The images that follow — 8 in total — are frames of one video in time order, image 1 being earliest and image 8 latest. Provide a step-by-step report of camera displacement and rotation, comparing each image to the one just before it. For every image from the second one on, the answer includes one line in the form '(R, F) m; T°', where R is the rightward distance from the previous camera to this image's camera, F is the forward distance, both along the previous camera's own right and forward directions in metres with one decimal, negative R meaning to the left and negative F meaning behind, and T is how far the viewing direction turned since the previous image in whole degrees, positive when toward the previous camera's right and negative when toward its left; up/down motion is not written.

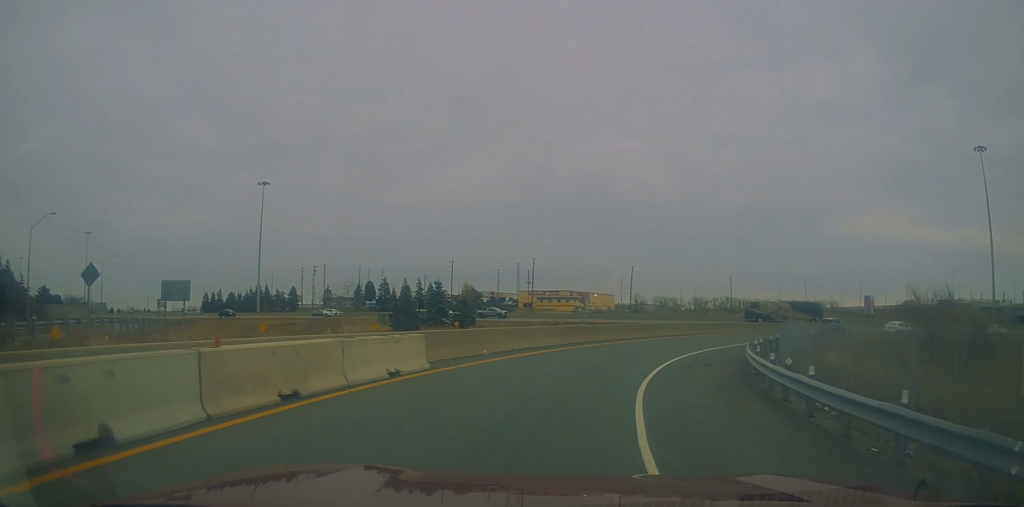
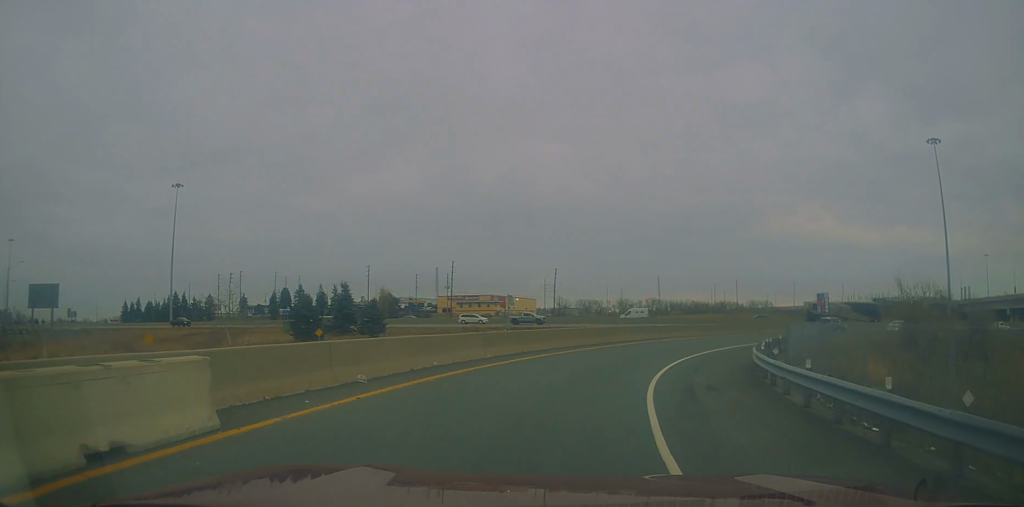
(+0.4, +7.8) m; +8°
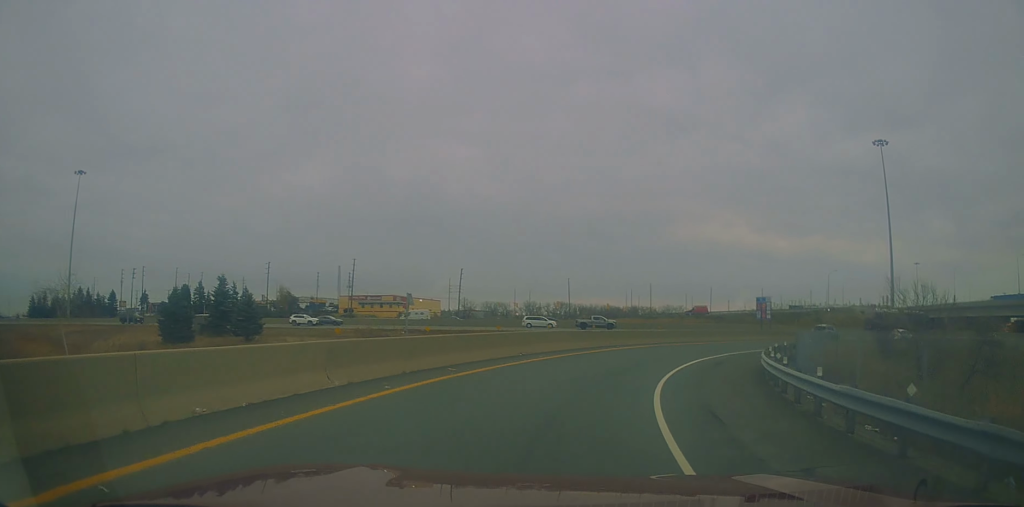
(+0.6, +8.8) m; +10°
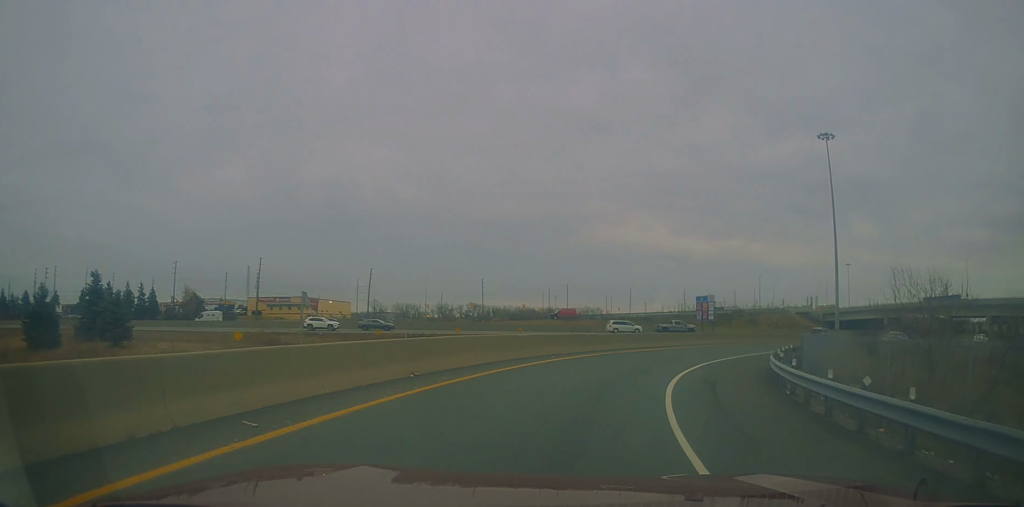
(+0.8, +8.1) m; +10°
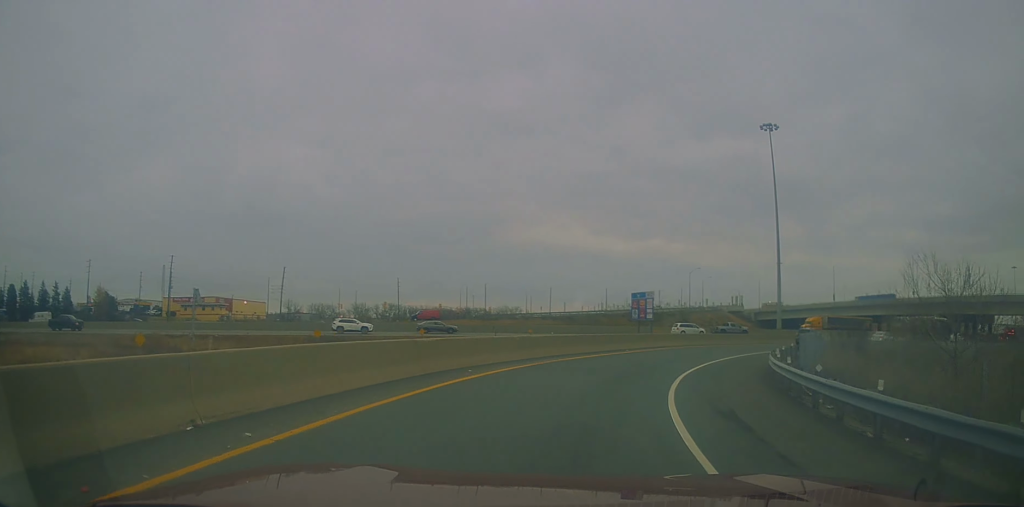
(+0.4, +7.0) m; +7°
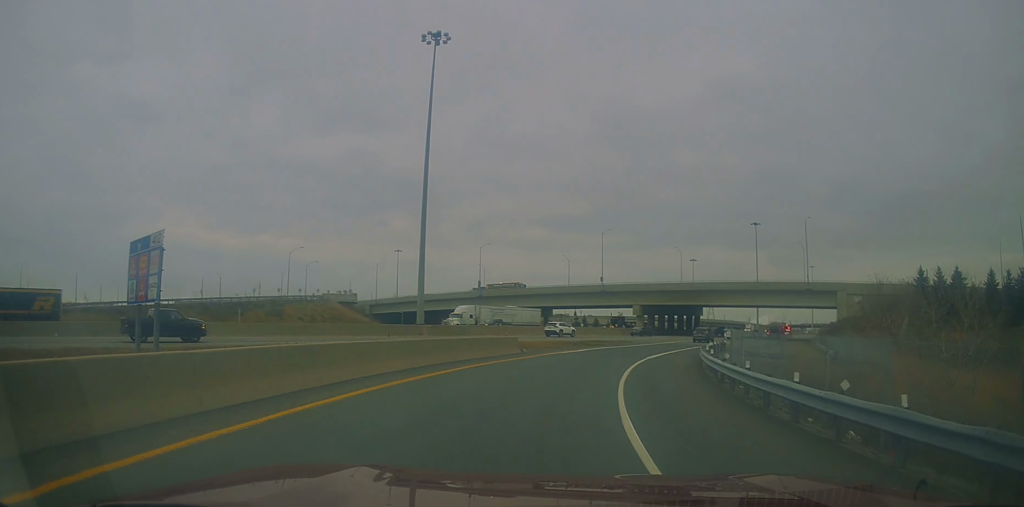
(+12.3, +32.8) m; +36°
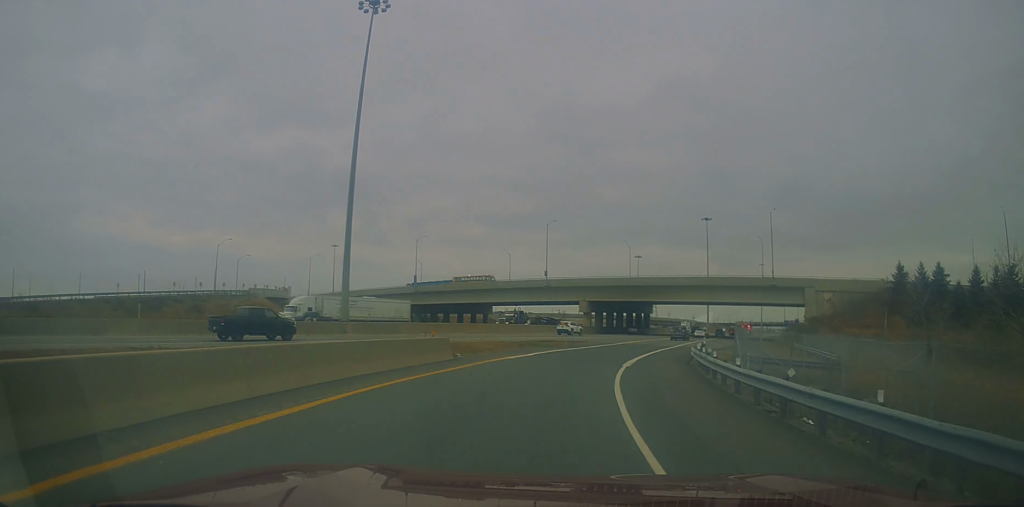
(+0.2, +7.6) m; +5°
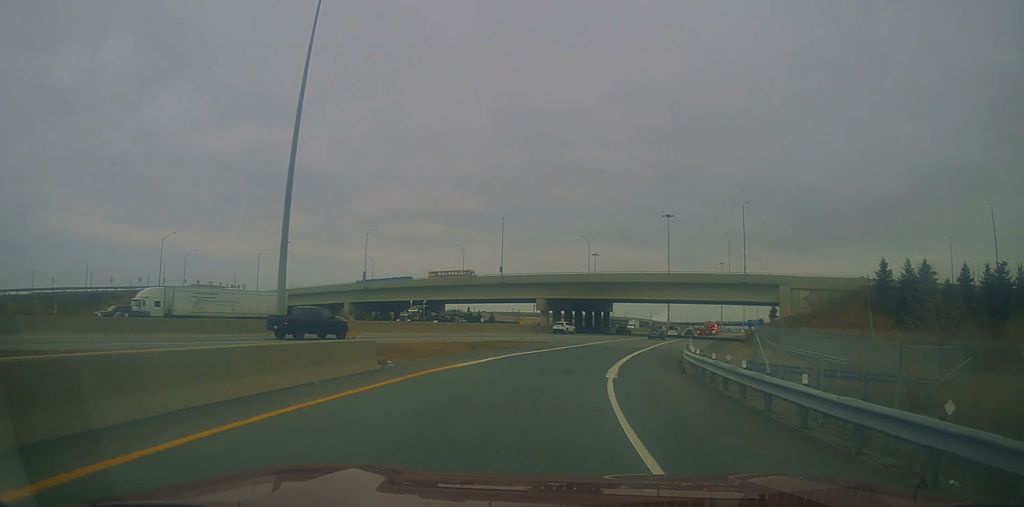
(+0.1, +5.7) m; +5°
